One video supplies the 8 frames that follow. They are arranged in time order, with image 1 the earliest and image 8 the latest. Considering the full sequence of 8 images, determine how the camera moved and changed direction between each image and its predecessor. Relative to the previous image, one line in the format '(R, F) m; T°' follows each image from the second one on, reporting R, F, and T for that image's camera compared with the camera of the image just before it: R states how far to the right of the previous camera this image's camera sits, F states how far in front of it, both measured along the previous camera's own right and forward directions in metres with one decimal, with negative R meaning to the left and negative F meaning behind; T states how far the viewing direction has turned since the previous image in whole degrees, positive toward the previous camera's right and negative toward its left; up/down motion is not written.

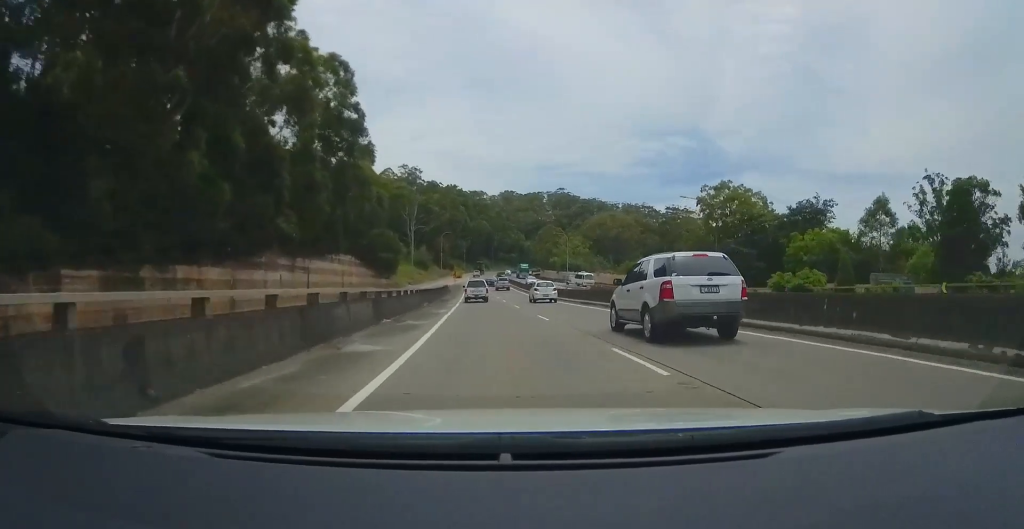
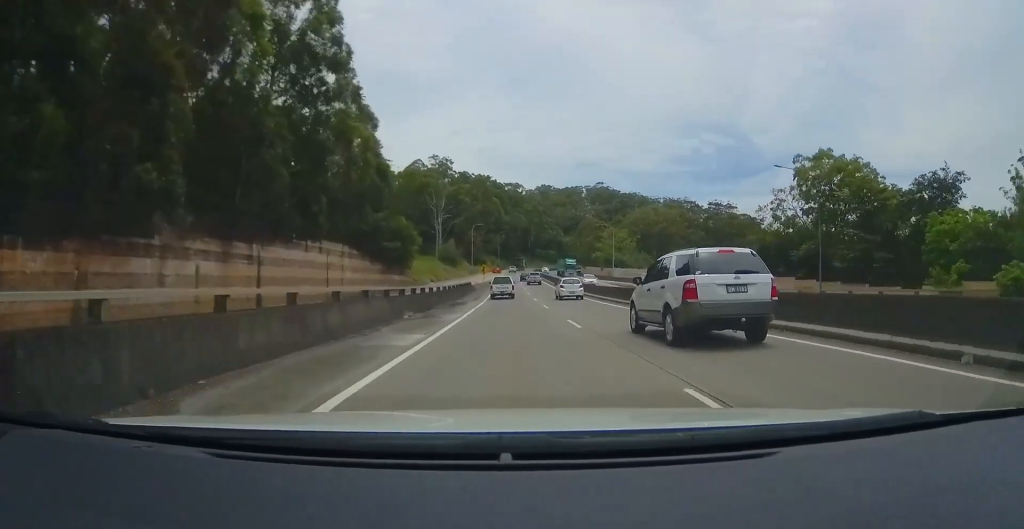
(-0.6, +16.0) m; -4°
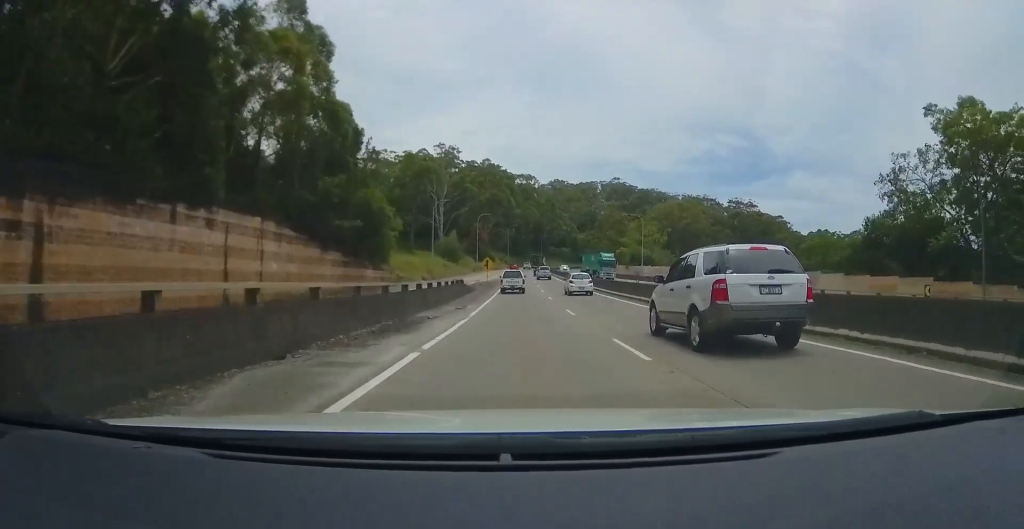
(-0.8, +18.7) m; -4°
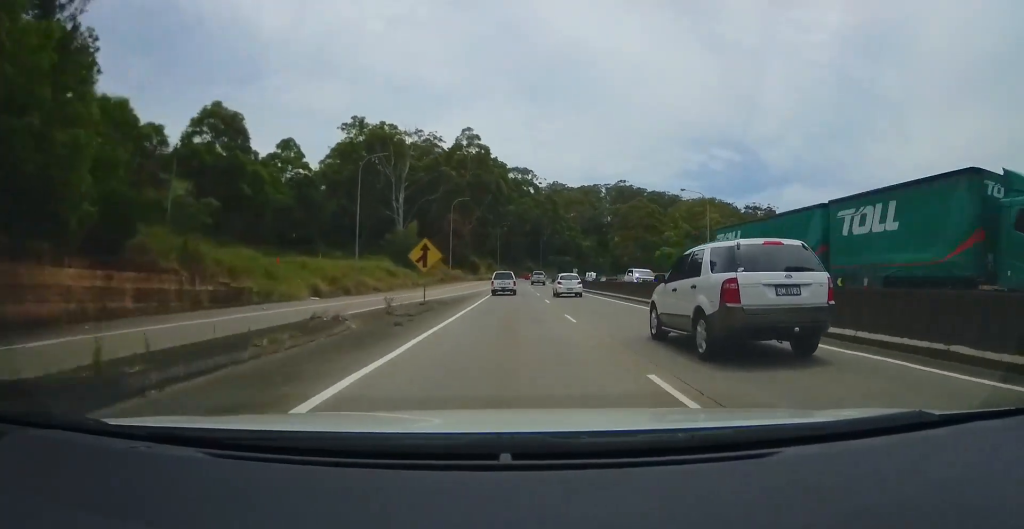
(-0.8, +42.0) m; -1°
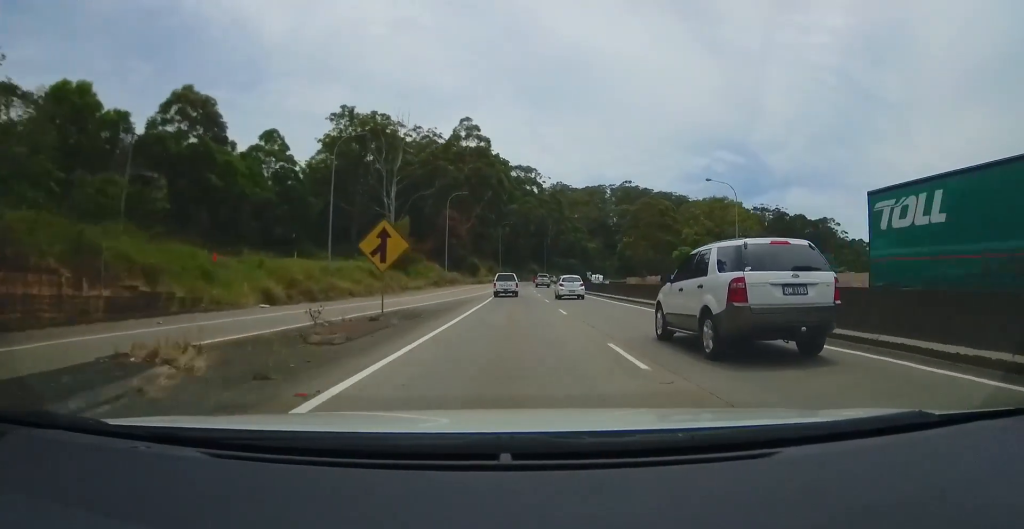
(0.0, +8.9) m; 0°
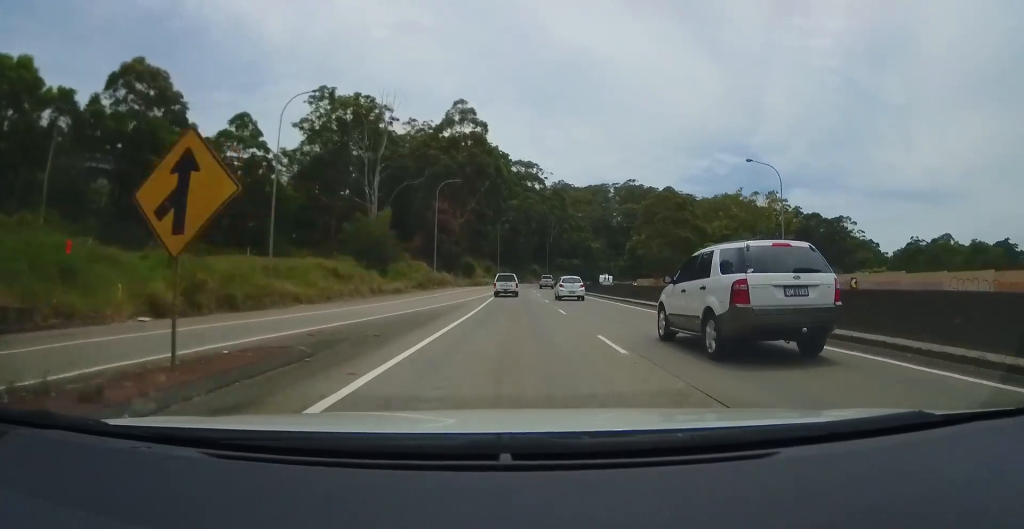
(0.0, +11.2) m; 0°
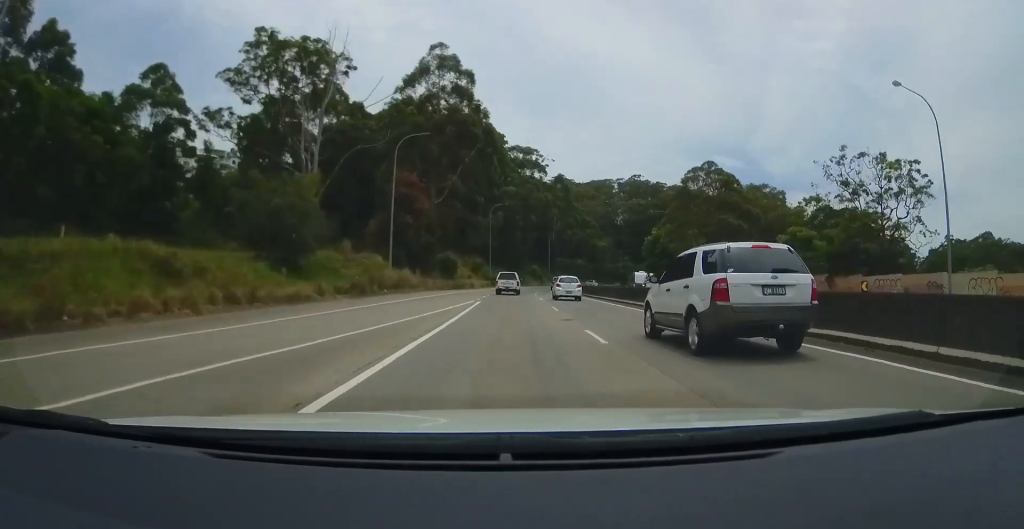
(+0.2, +22.8) m; 0°
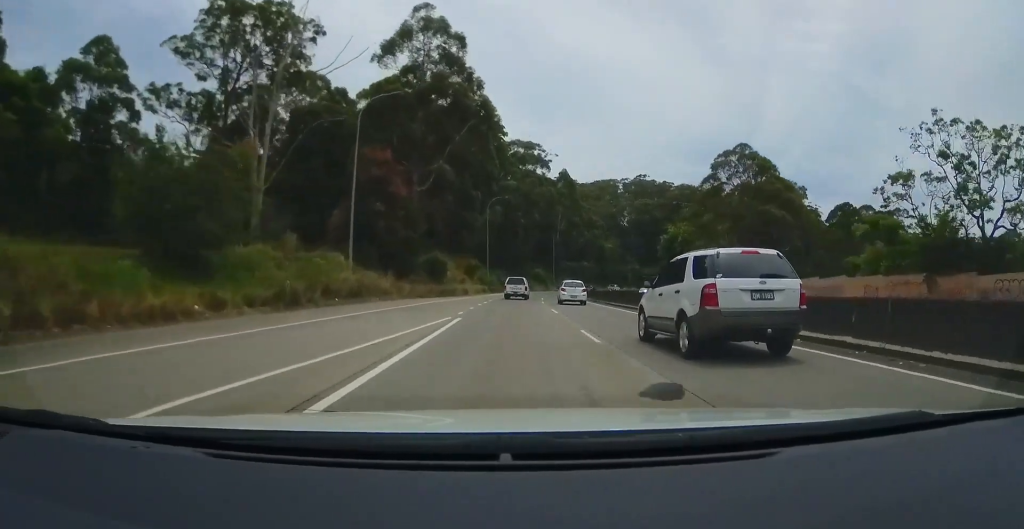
(-0.1, +11.6) m; -1°
